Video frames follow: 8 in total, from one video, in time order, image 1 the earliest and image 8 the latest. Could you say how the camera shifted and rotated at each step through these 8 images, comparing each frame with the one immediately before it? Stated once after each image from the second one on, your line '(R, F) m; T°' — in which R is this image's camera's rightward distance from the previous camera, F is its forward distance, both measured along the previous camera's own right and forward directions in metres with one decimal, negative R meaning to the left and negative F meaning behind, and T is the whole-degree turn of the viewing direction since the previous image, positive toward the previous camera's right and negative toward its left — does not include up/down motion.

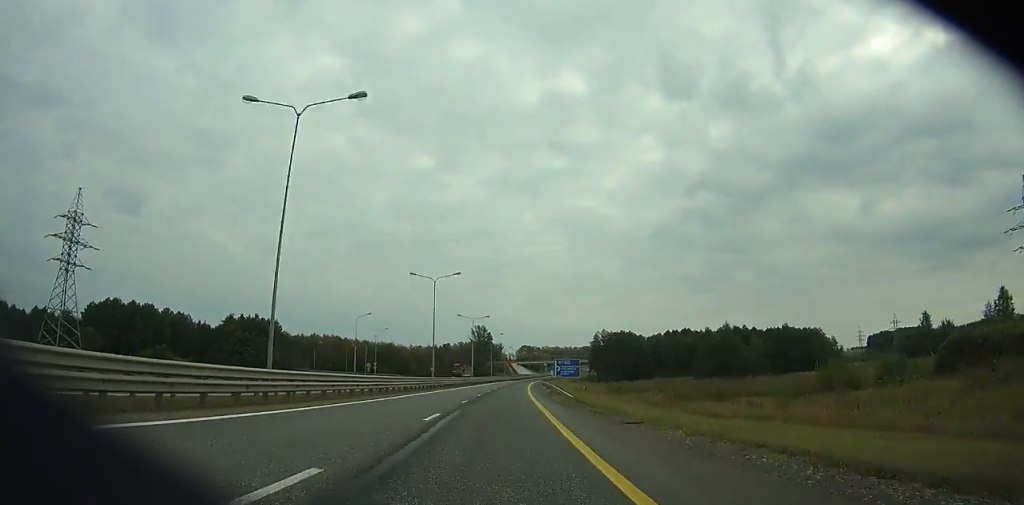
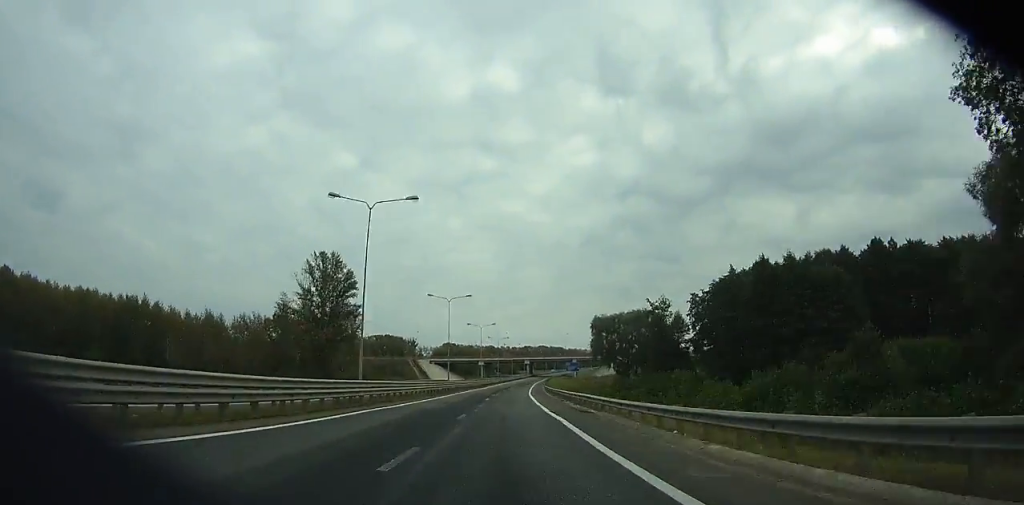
(+11.7, +184.6) m; +7°
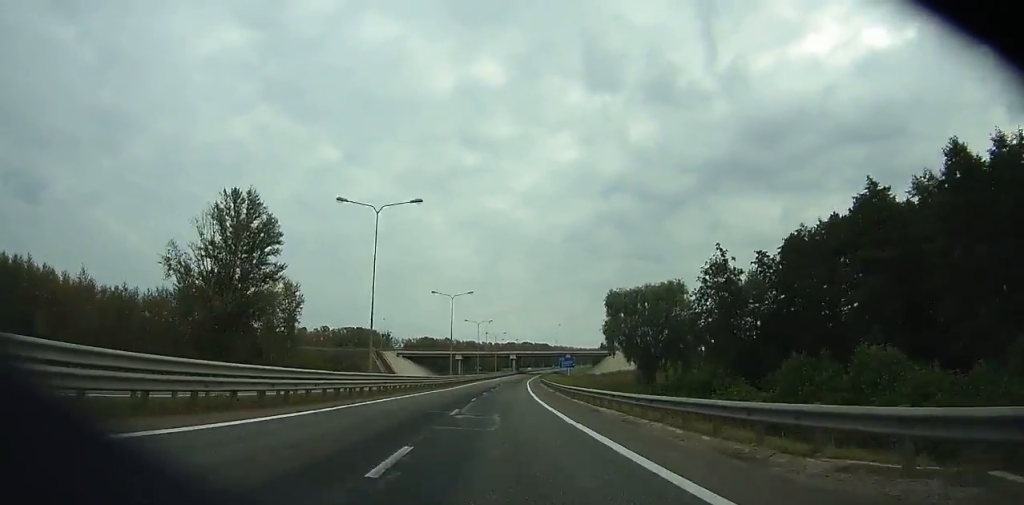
(+0.5, +37.3) m; +2°
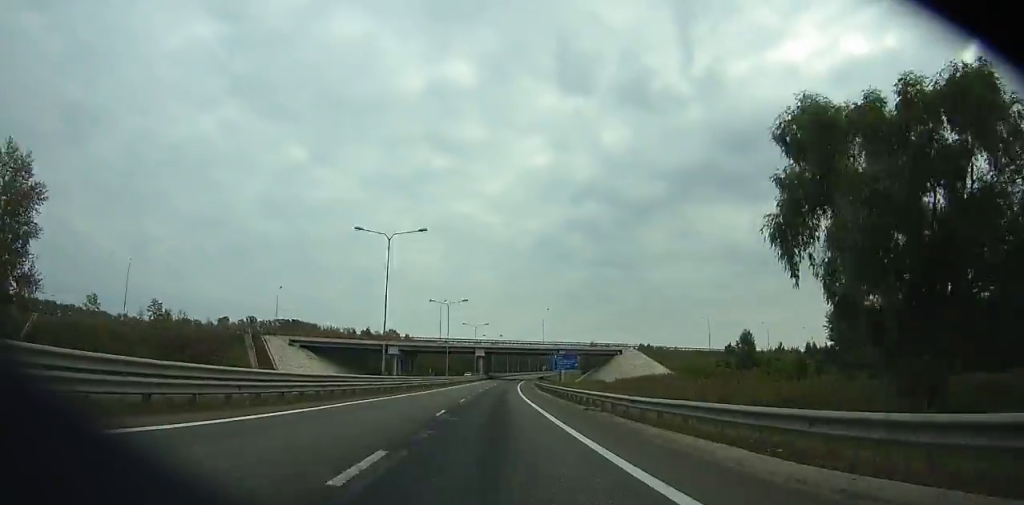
(+1.9, +72.0) m; +3°
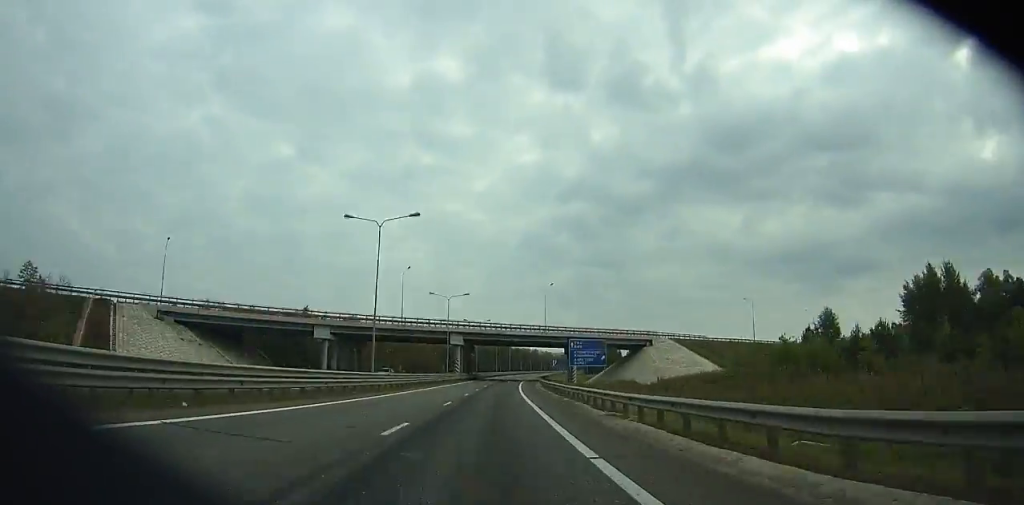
(+0.5, +42.3) m; +2°
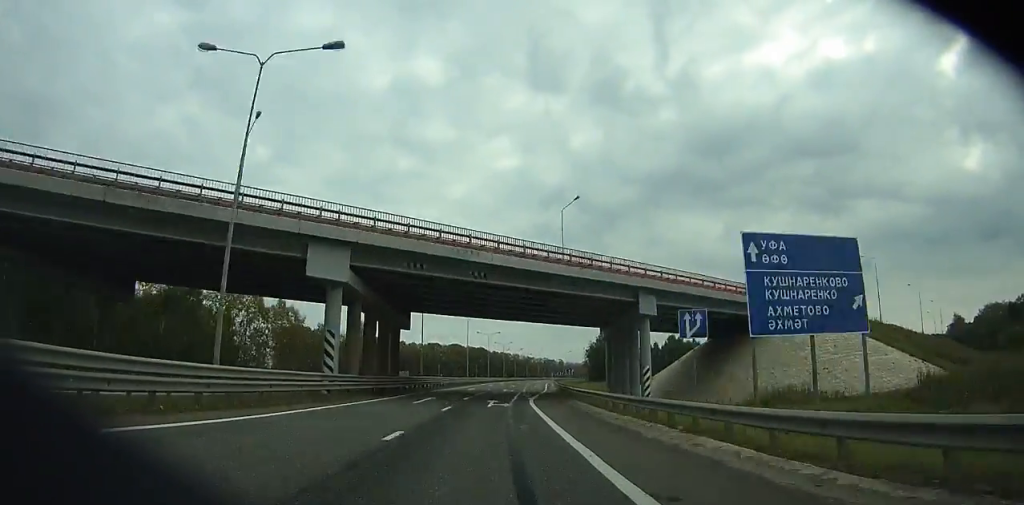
(+0.9, +61.8) m; +2°
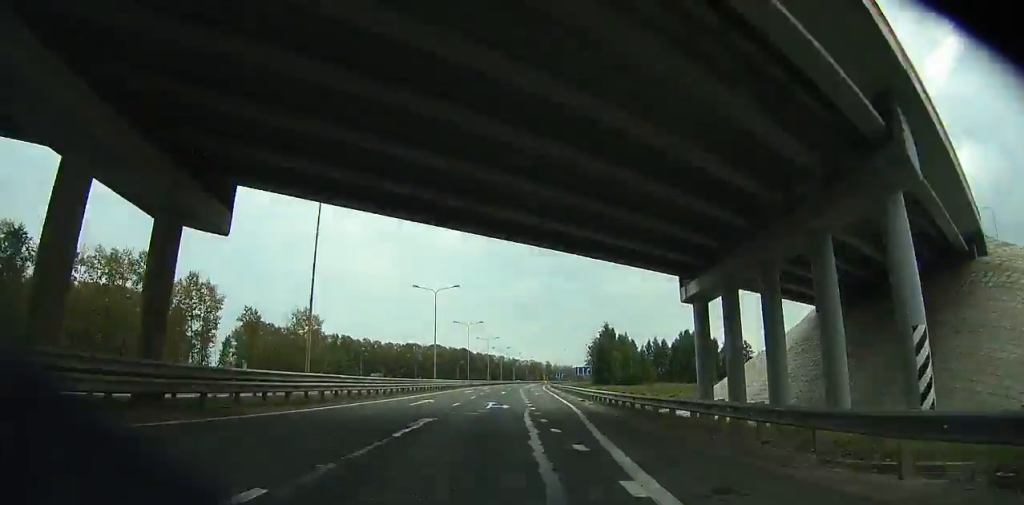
(+0.9, +31.7) m; +1°
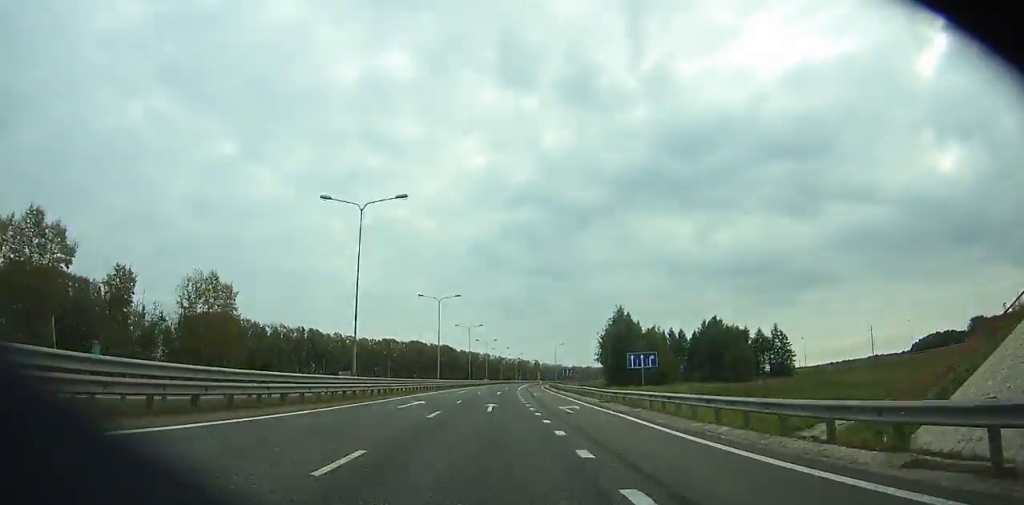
(+0.1, +31.8) m; +1°
